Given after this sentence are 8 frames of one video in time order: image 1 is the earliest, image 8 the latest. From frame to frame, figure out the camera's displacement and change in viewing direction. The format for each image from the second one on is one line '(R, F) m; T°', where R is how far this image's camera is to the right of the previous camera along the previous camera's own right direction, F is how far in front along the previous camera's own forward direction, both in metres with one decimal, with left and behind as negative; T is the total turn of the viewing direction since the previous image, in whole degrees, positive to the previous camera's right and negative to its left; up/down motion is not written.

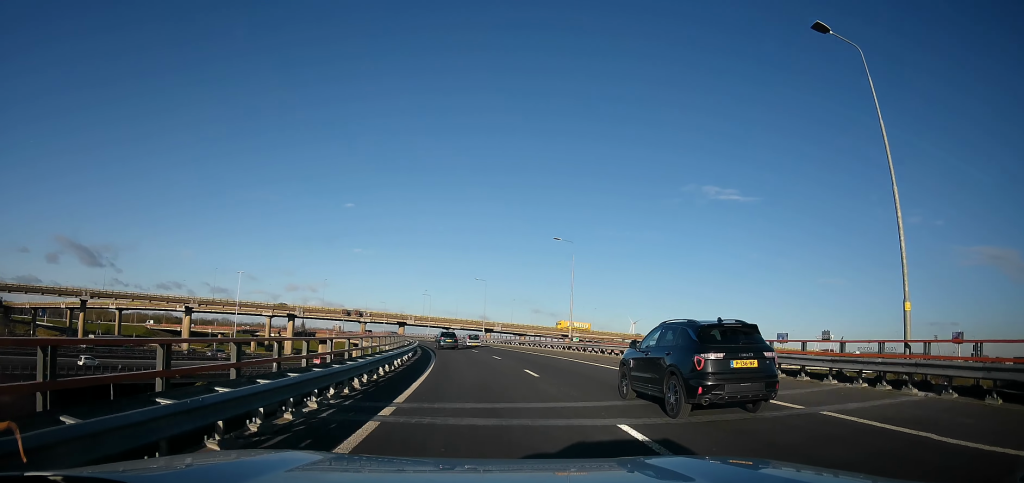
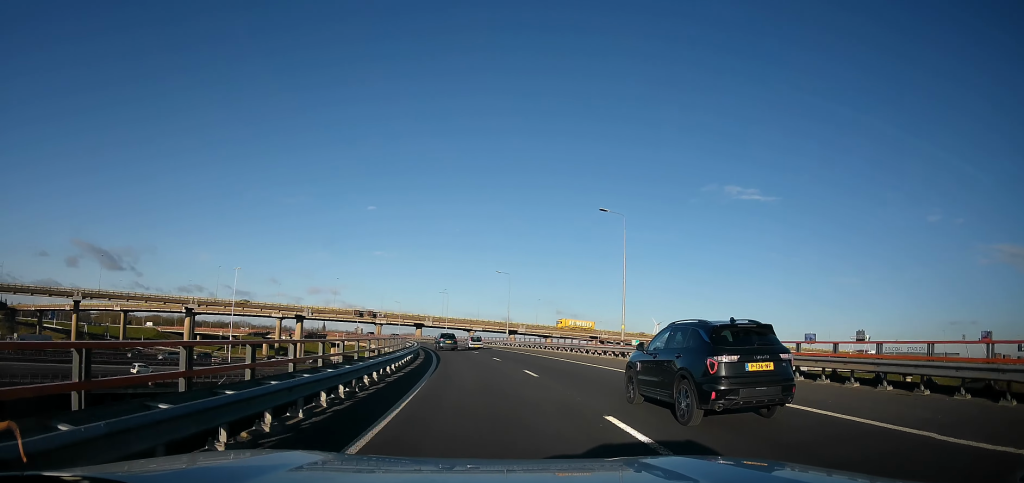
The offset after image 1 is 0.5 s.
(-0.7, +10.9) m; -4°
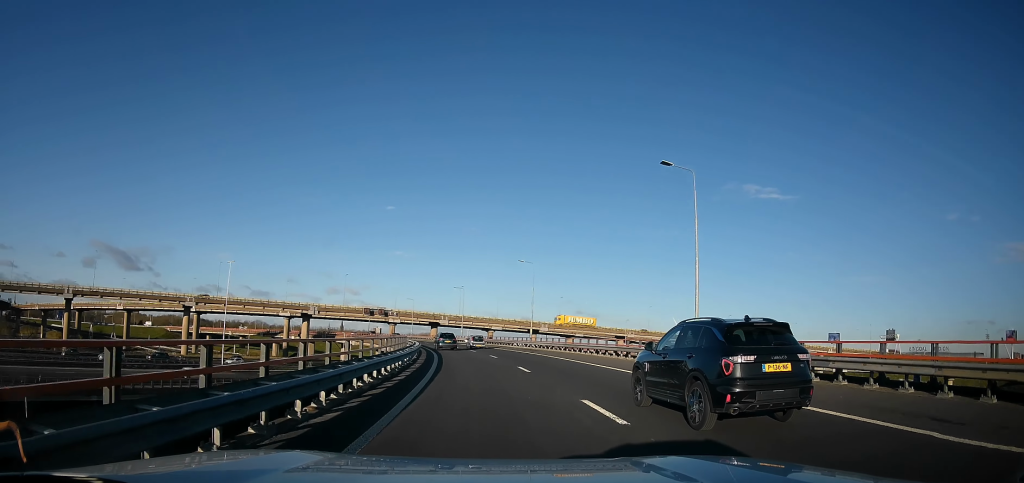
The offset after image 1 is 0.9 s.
(-0.3, +9.6) m; -2°
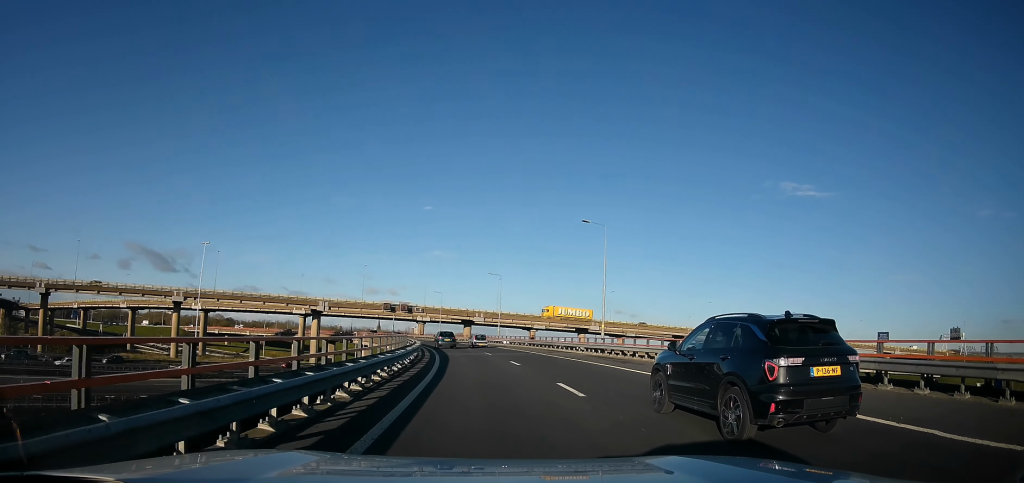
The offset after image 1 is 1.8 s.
(-0.5, +20.2) m; -4°
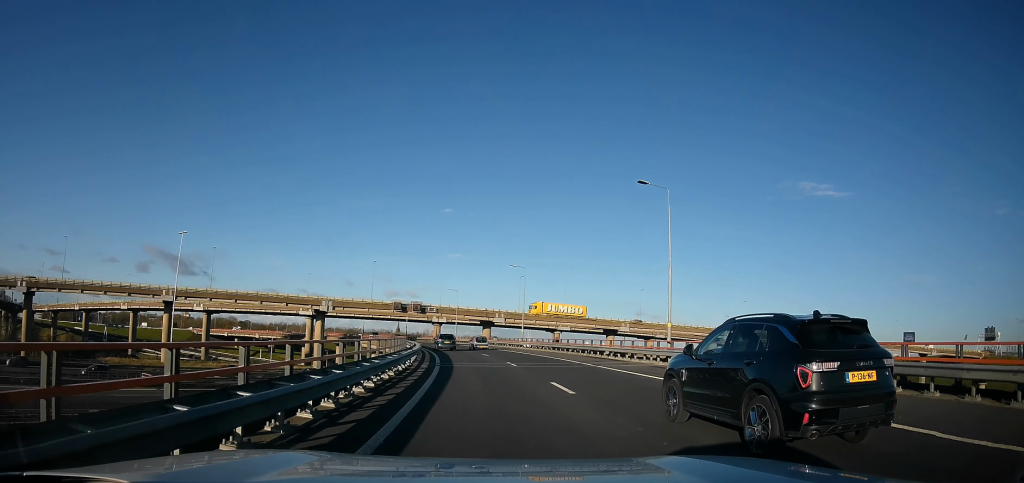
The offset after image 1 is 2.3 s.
(-0.3, +10.7) m; -2°
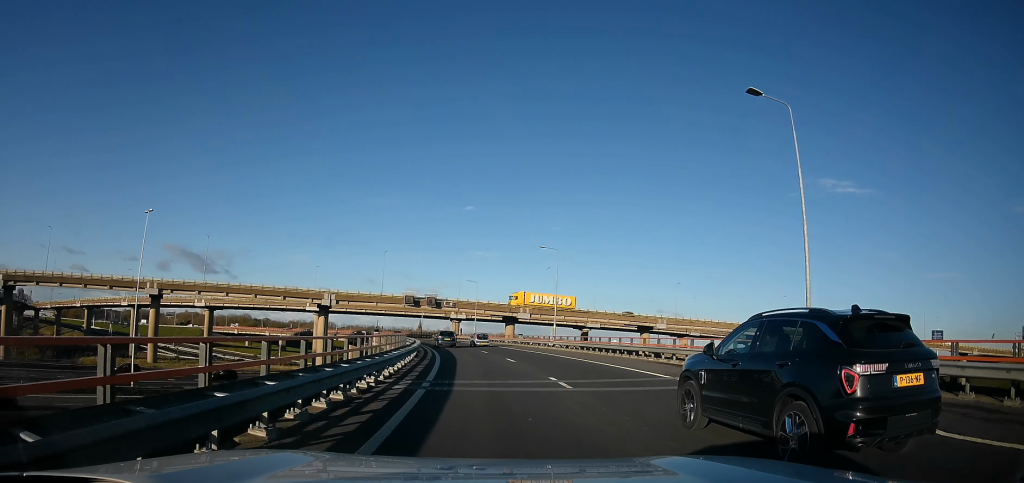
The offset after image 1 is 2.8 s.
(-0.1, +10.7) m; -3°
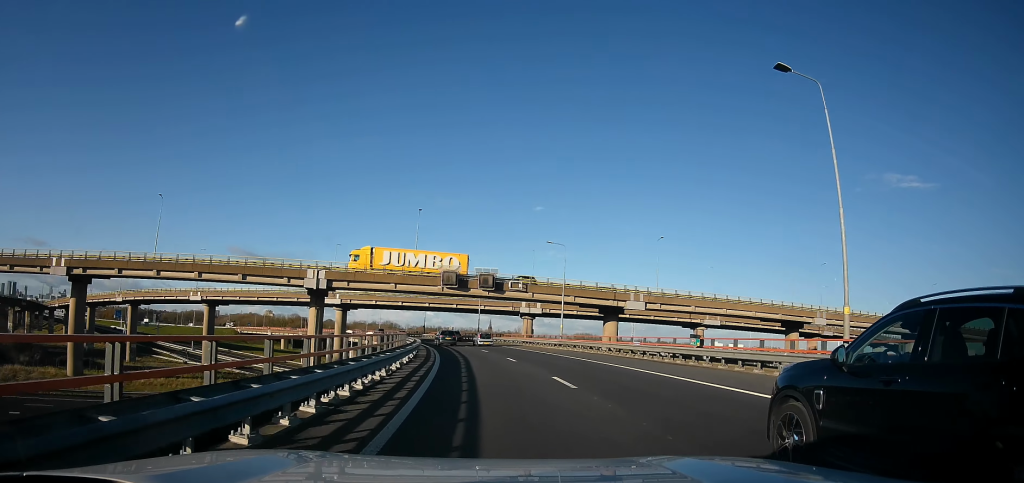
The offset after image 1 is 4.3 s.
(-4.3, +35.5) m; -14°
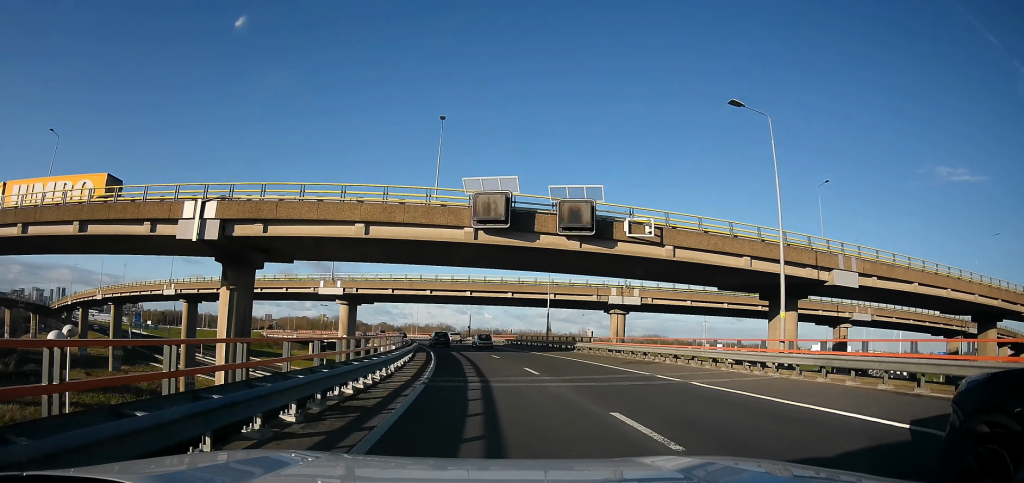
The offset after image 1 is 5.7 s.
(-2.4, +30.3) m; -6°
